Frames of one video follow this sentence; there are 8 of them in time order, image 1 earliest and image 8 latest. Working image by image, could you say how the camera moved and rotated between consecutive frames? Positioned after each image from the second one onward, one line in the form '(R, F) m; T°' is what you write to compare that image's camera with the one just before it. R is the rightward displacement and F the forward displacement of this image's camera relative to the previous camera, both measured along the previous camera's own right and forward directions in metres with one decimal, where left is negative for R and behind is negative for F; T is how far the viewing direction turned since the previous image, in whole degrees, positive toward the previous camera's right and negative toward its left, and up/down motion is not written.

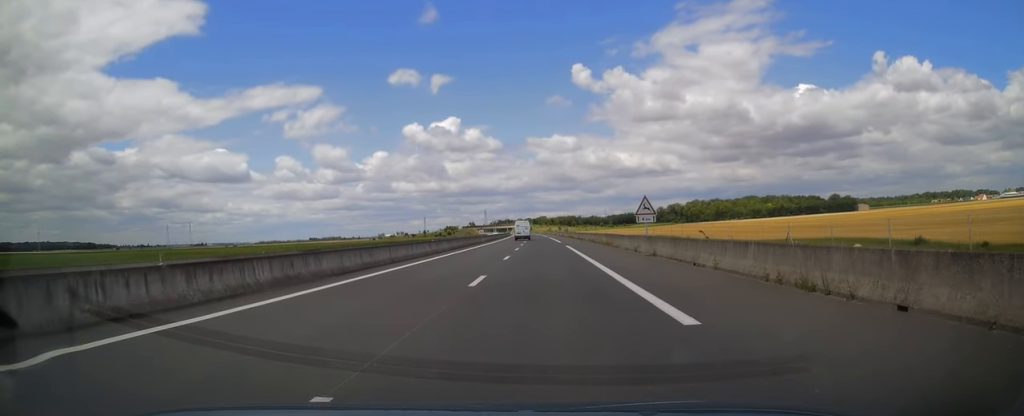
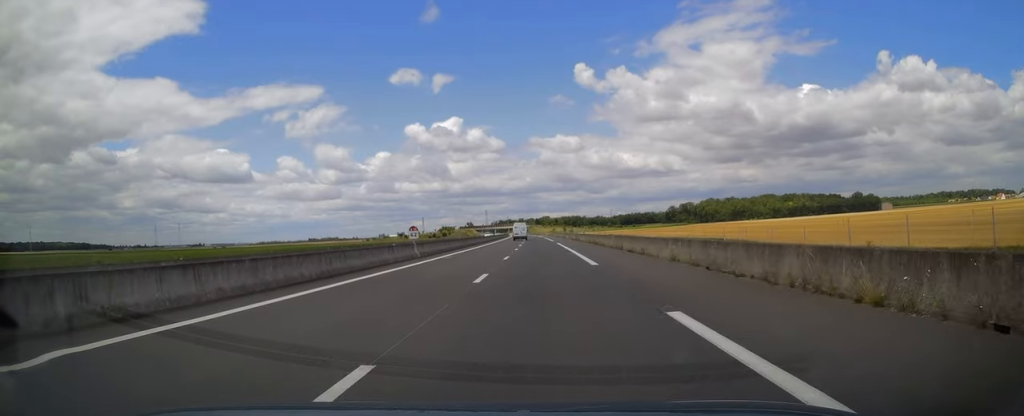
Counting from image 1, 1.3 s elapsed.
(-0.1, +37.8) m; 0°
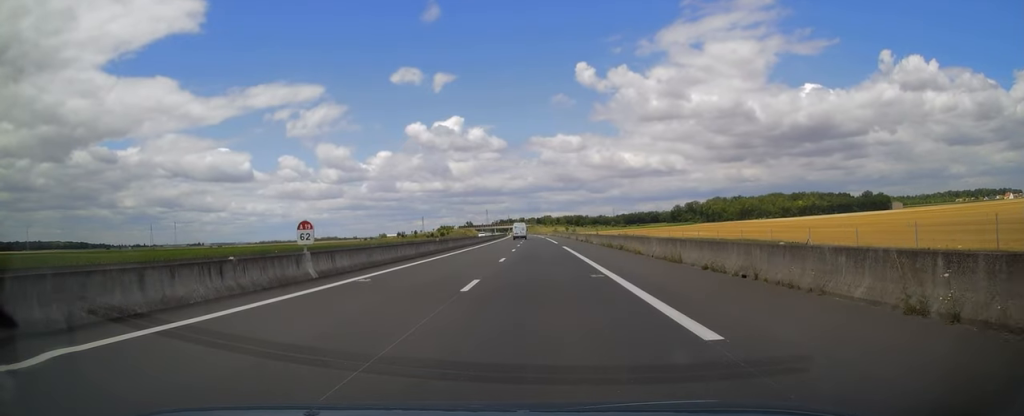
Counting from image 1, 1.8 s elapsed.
(0.0, +15.2) m; 0°
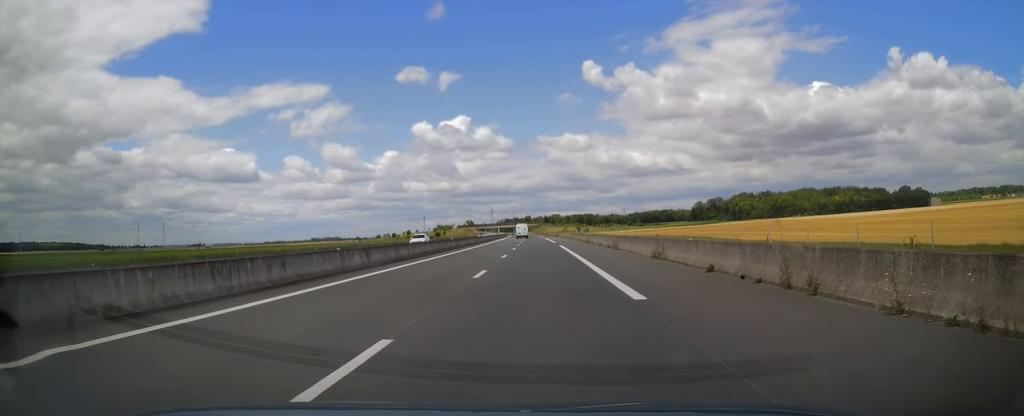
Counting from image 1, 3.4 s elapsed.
(-0.5, +48.0) m; 0°
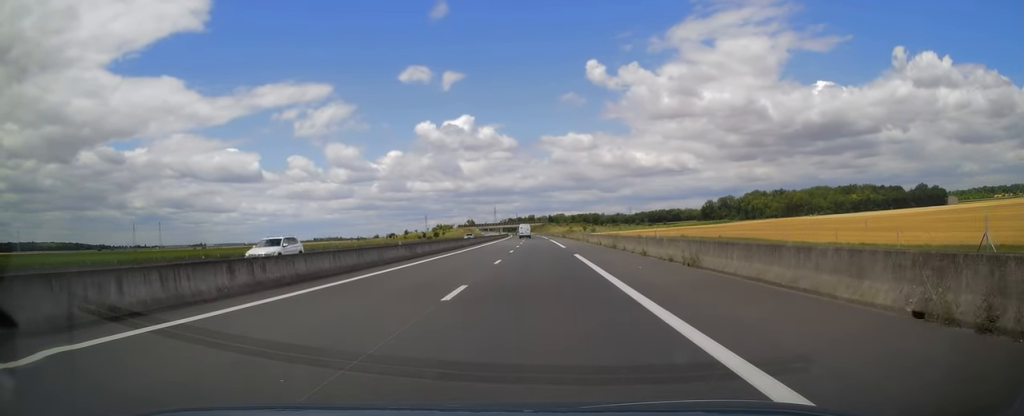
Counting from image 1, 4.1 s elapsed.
(+0.2, +18.6) m; 0°
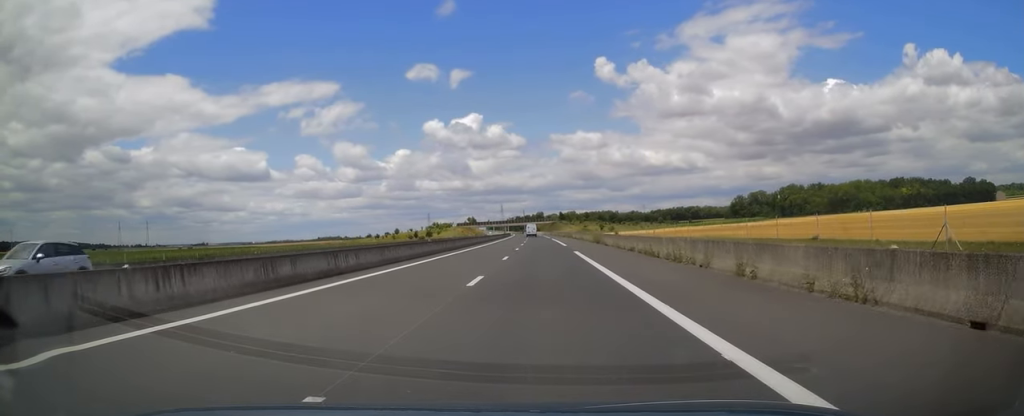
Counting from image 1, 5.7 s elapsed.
(-1.0, +48.9) m; -2°
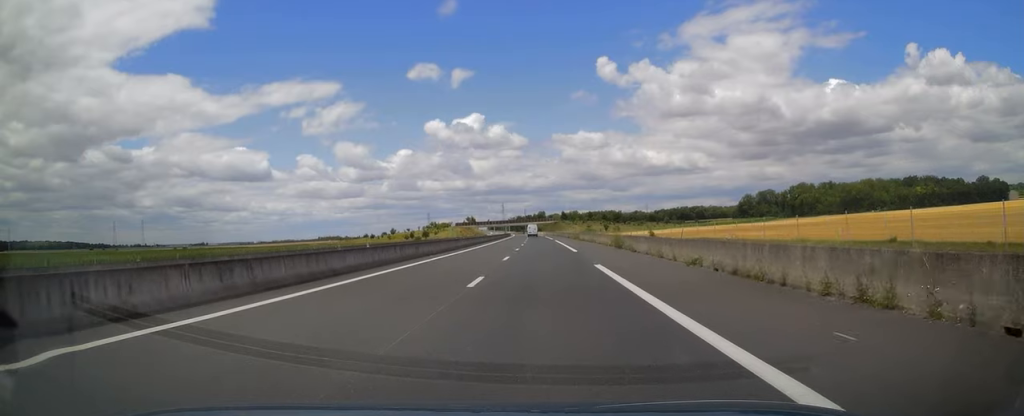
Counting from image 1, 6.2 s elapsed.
(-0.2, +13.2) m; 0°
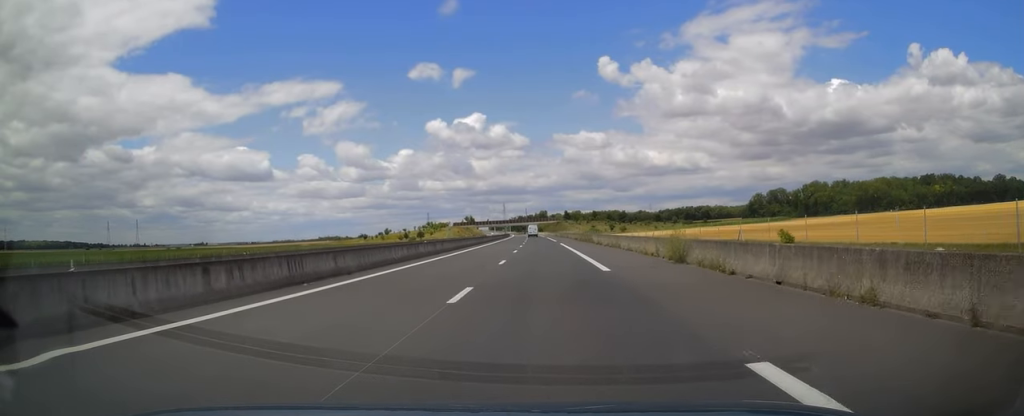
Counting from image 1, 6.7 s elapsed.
(+0.1, +16.2) m; 0°
